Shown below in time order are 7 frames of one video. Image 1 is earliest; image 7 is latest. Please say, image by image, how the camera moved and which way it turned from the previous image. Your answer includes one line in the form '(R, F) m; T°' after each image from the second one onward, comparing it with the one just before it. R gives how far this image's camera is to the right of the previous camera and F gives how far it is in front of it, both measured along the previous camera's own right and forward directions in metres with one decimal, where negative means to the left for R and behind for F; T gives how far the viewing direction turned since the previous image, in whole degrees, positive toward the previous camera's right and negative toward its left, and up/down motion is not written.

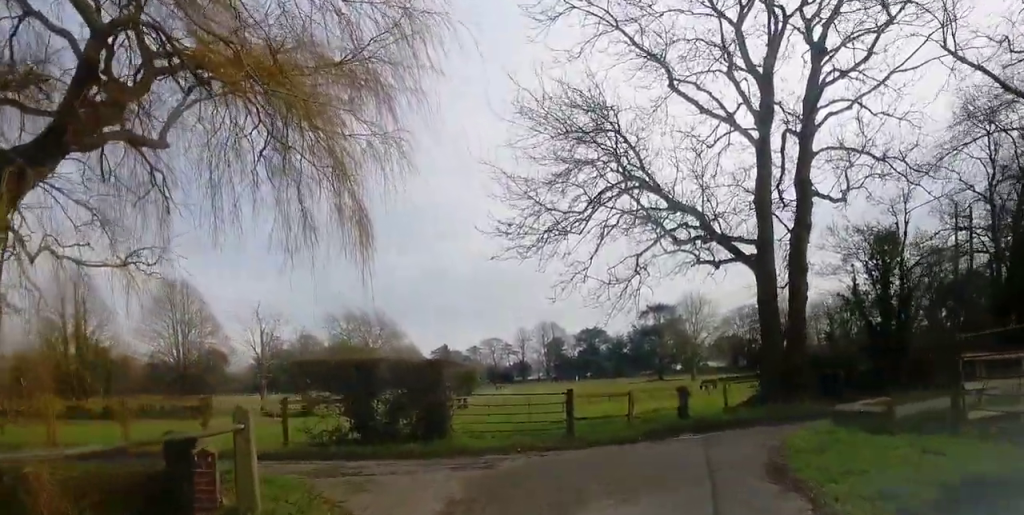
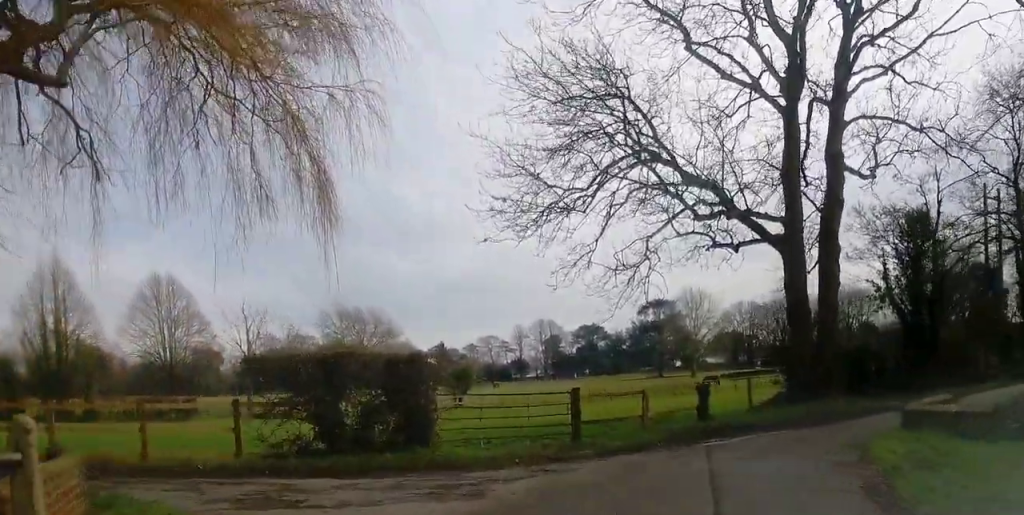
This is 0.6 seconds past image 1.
(-0.1, +3.3) m; 0°
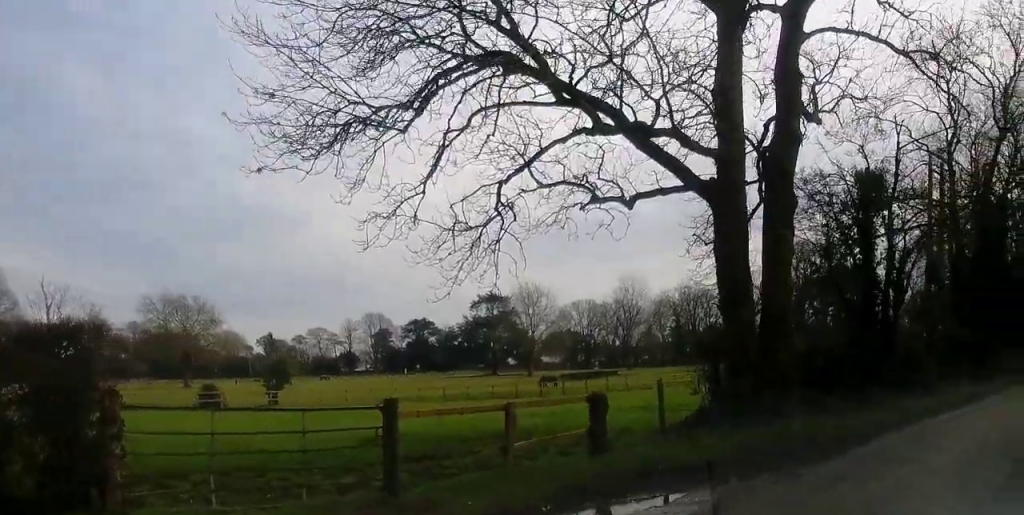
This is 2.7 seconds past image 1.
(+1.2, +8.7) m; +20°
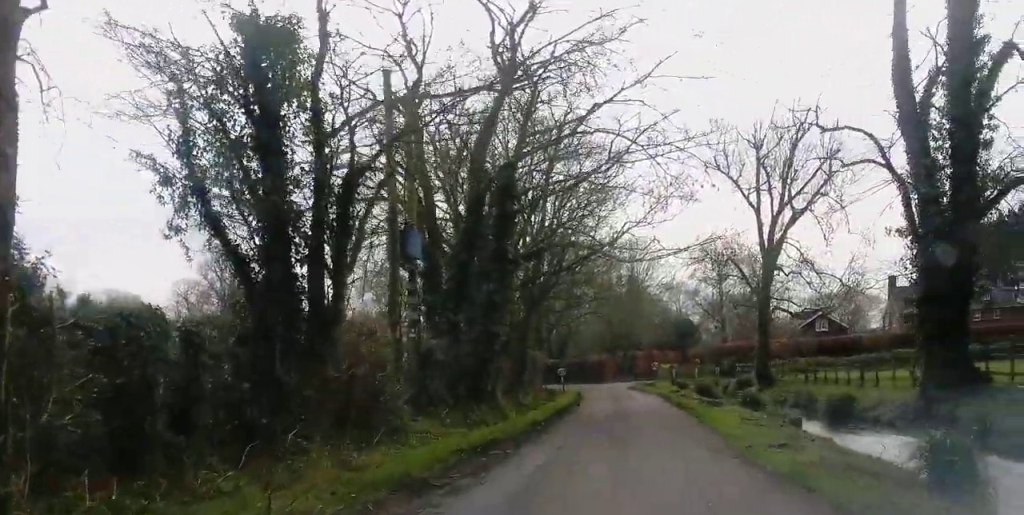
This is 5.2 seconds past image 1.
(+3.5, +9.6) m; +36°
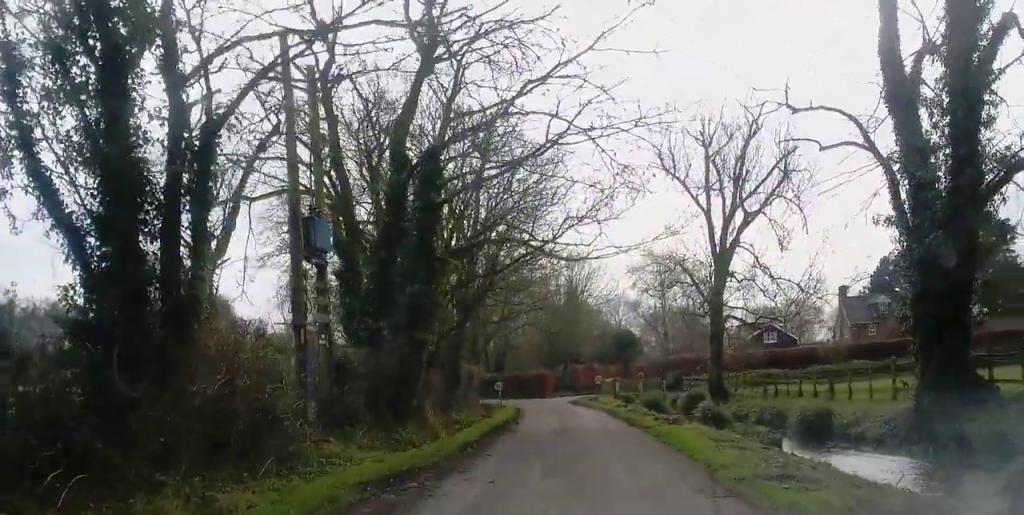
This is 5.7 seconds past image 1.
(+0.1, +2.5) m; +5°
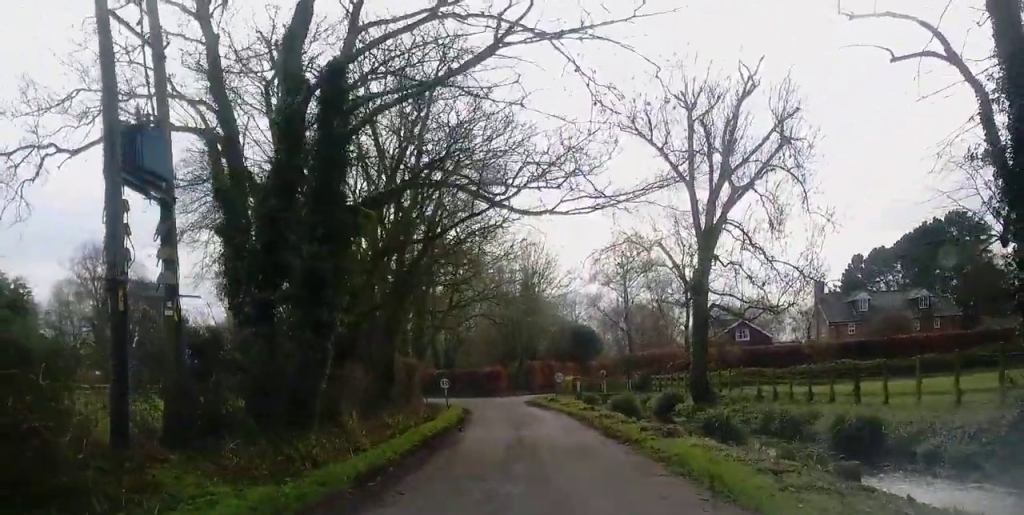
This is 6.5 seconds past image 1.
(+0.3, +5.3) m; +3°
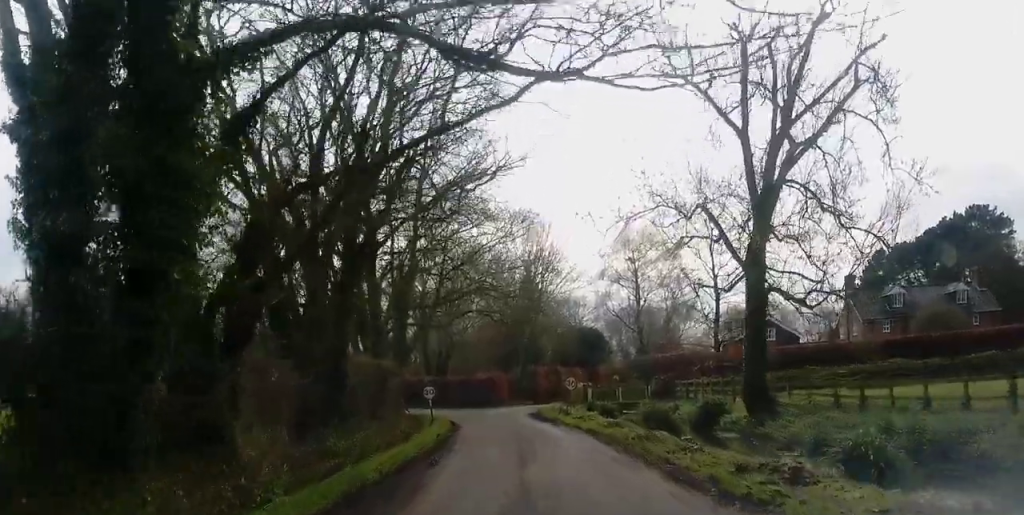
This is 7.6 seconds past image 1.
(0.0, +6.9) m; -2°
